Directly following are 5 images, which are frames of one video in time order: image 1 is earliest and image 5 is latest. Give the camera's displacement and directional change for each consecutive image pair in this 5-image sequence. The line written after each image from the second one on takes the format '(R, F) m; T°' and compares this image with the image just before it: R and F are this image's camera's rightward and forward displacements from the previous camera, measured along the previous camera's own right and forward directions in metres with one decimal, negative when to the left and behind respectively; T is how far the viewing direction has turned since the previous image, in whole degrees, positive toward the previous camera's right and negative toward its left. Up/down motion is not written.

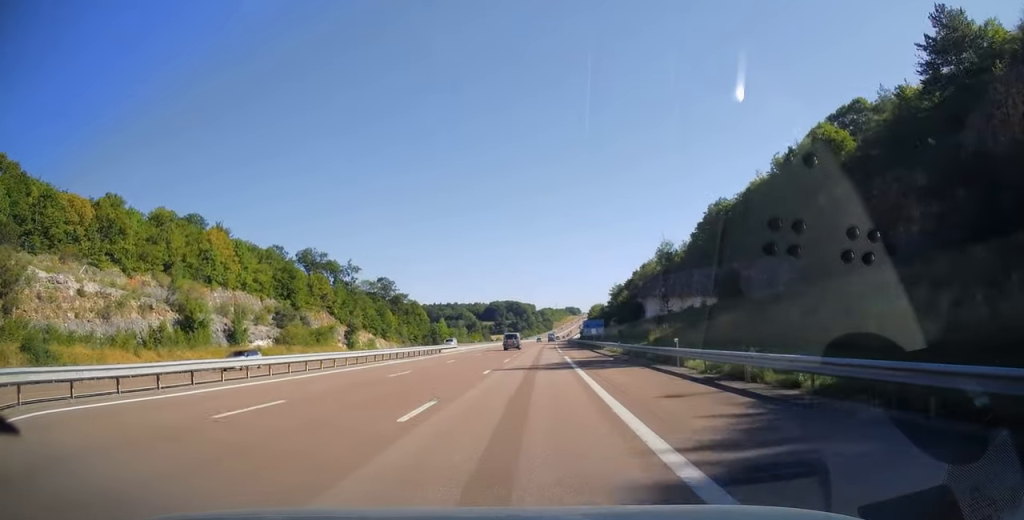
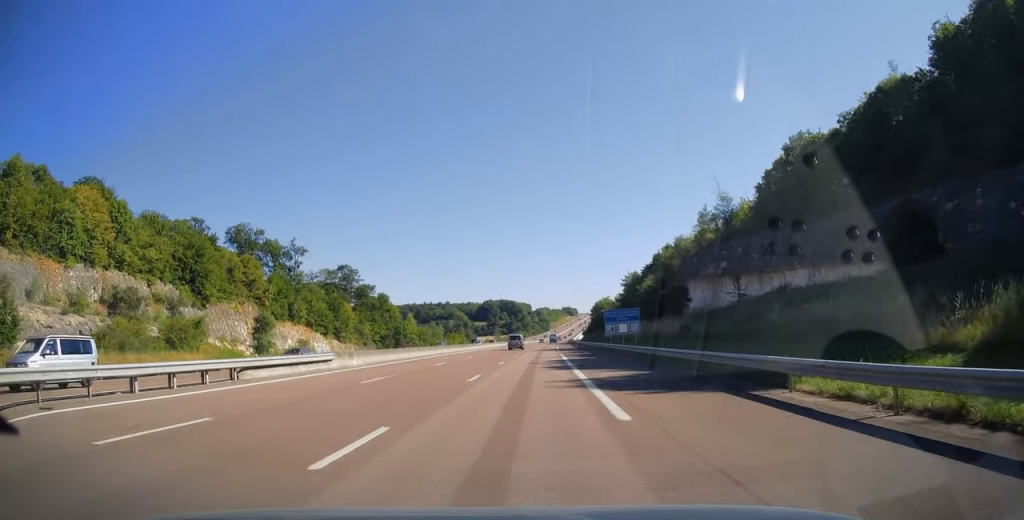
(+0.2, +43.3) m; +1°
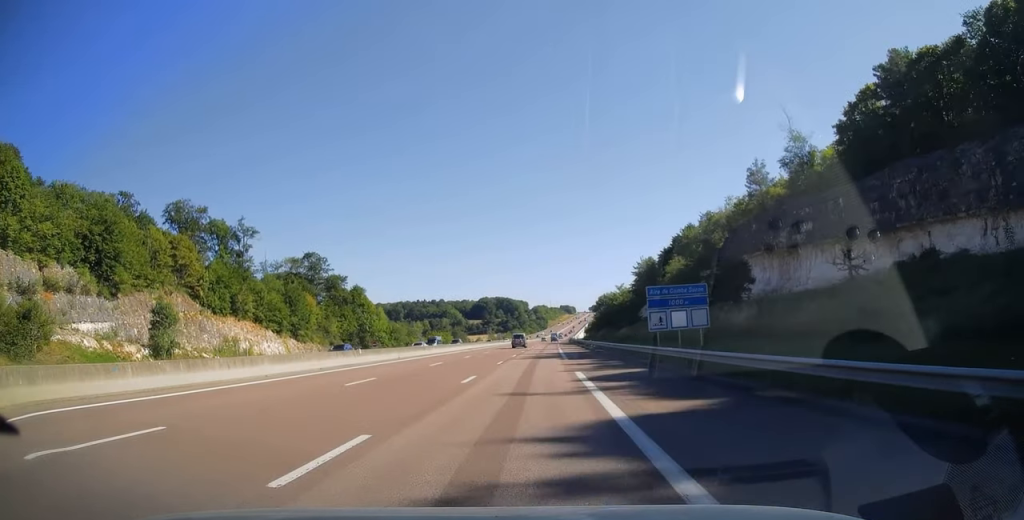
(+0.1, +26.9) m; 0°
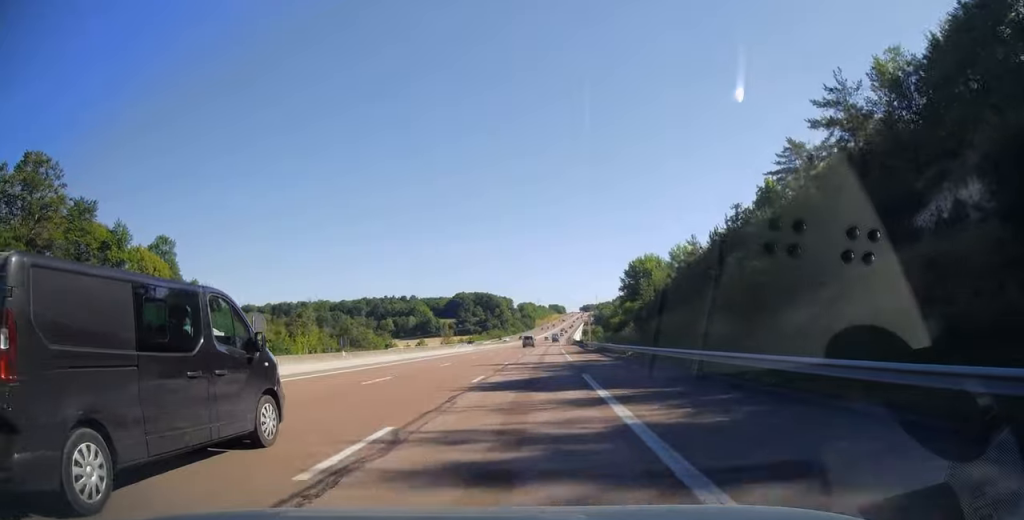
(+1.2, +103.5) m; +1°
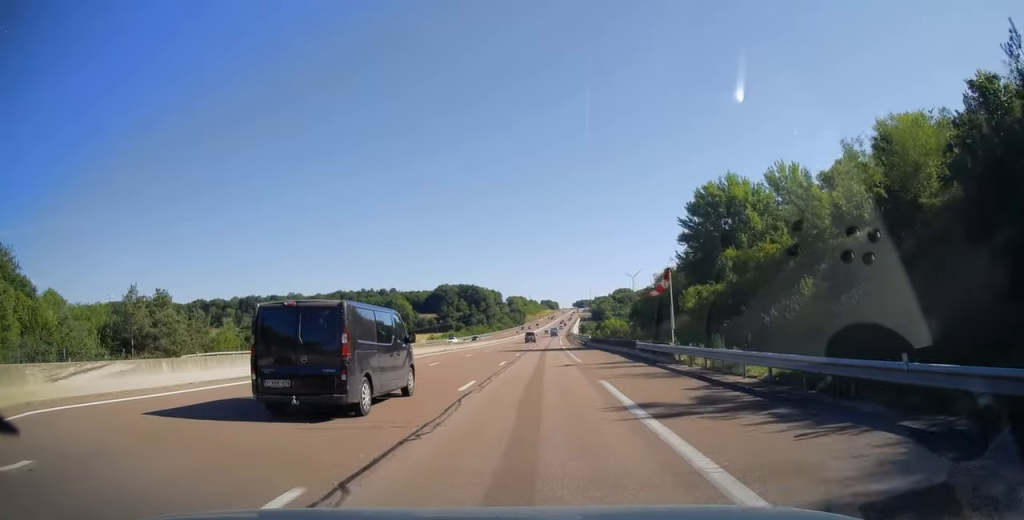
(+0.1, +56.4) m; 0°
